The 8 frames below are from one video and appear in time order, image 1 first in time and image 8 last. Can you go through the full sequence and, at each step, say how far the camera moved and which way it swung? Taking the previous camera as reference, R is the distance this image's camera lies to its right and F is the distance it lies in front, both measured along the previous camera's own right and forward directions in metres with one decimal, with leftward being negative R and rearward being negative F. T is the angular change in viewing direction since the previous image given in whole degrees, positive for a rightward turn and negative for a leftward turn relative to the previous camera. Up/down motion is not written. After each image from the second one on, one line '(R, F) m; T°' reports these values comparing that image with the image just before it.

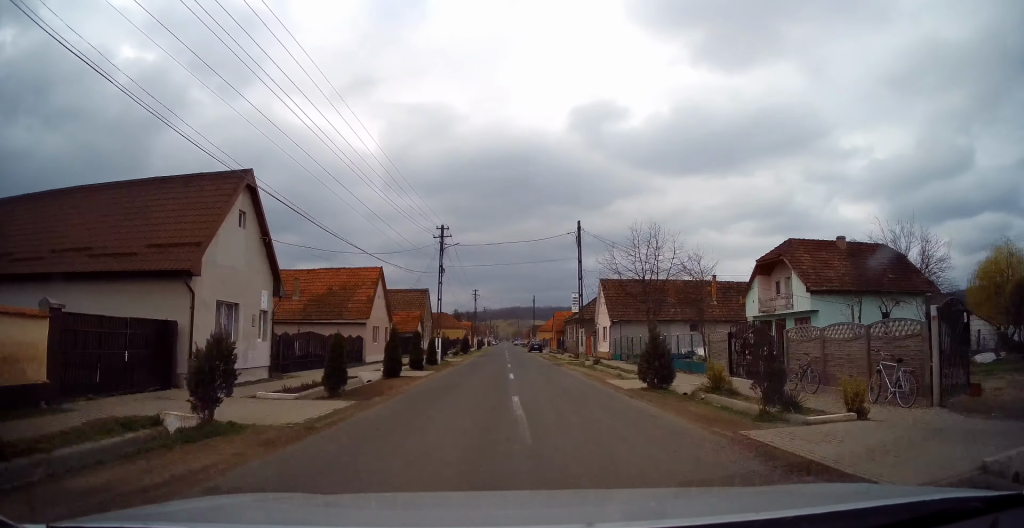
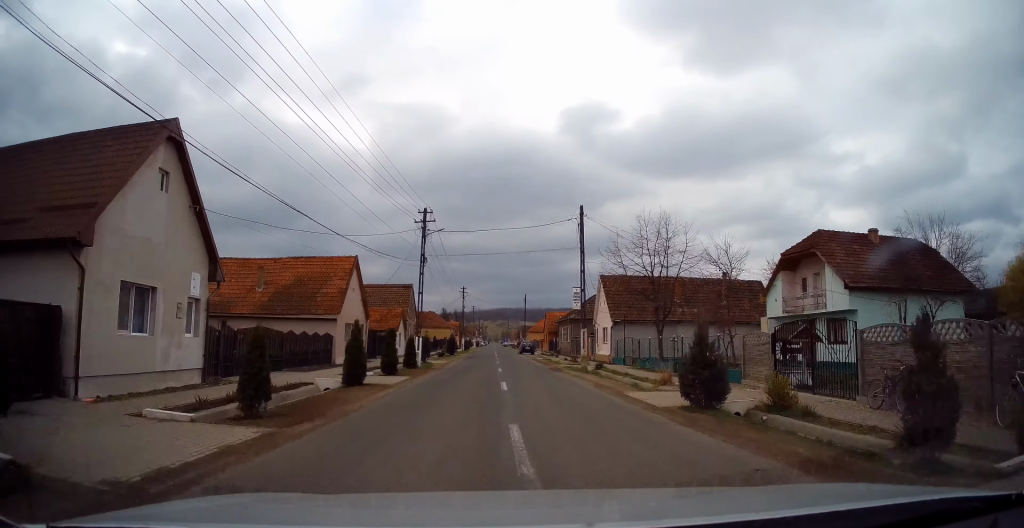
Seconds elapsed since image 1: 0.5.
(0.0, +4.1) m; +1°
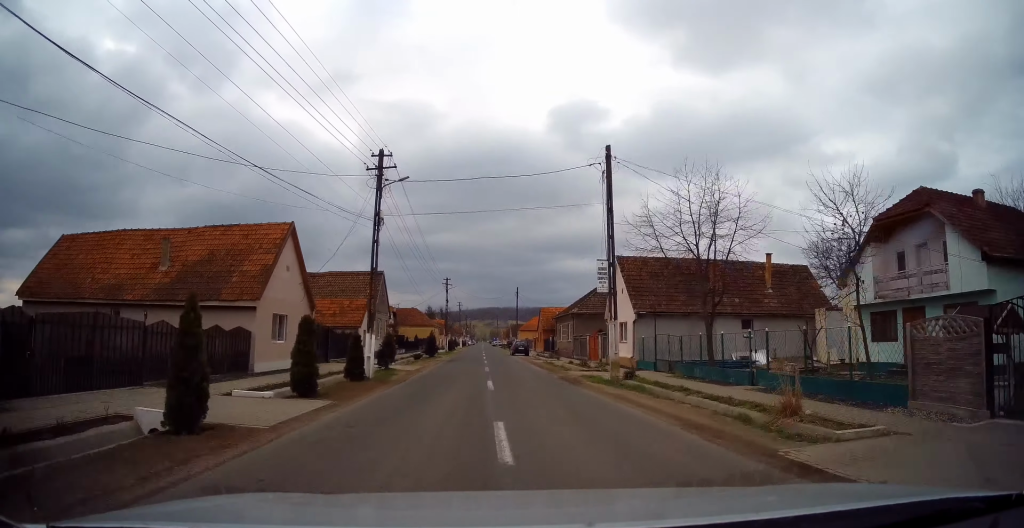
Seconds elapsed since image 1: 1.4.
(0.0, +8.7) m; +2°
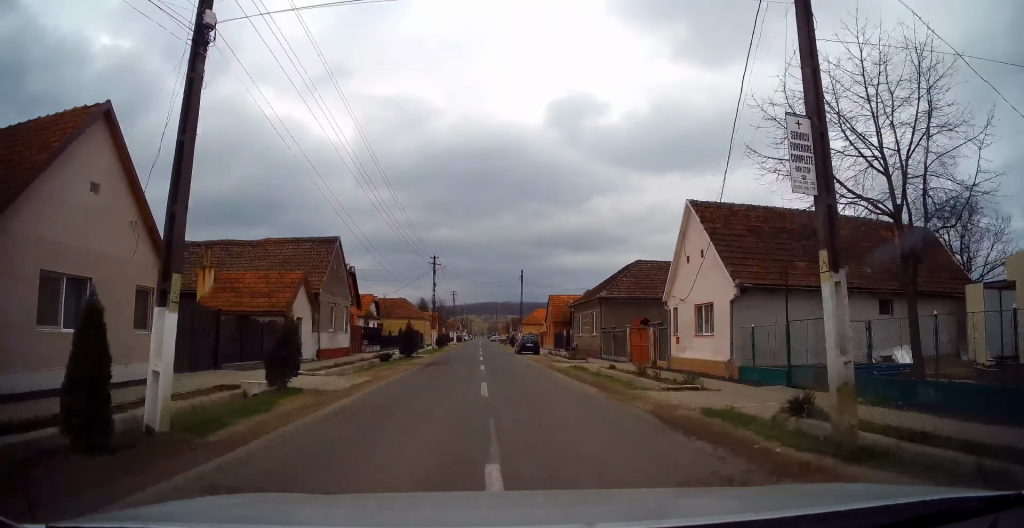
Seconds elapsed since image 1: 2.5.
(+0.2, +12.2) m; 0°
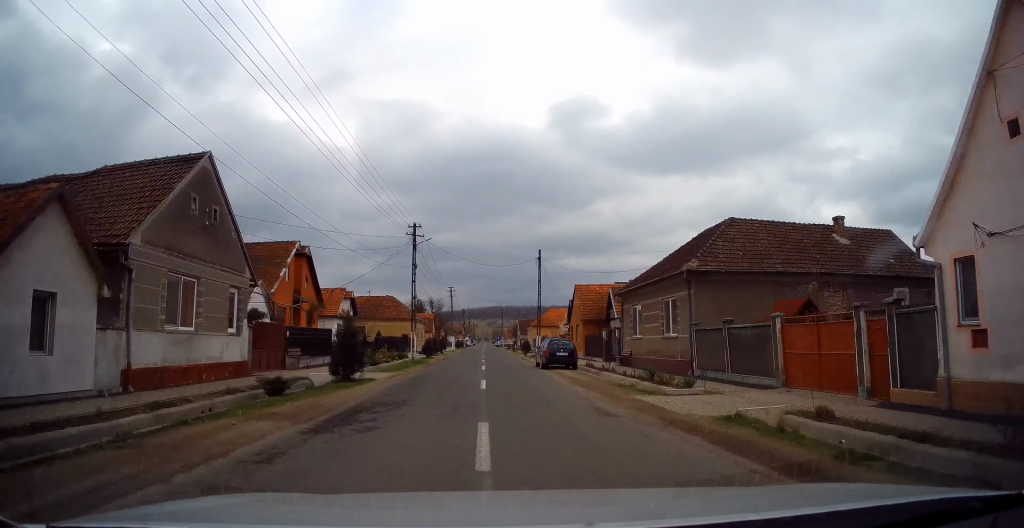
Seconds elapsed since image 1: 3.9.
(0.0, +15.9) m; 0°
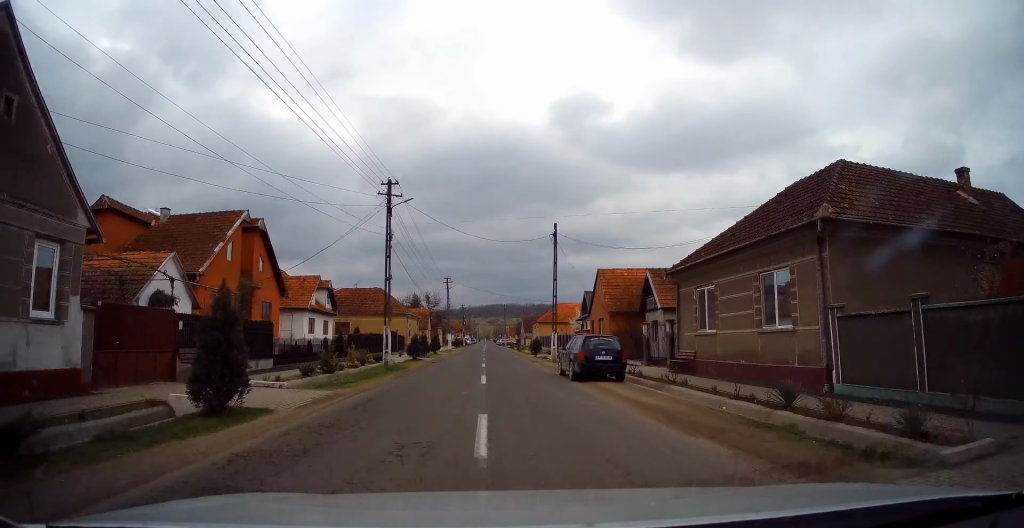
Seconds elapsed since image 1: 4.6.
(0.0, +9.0) m; 0°
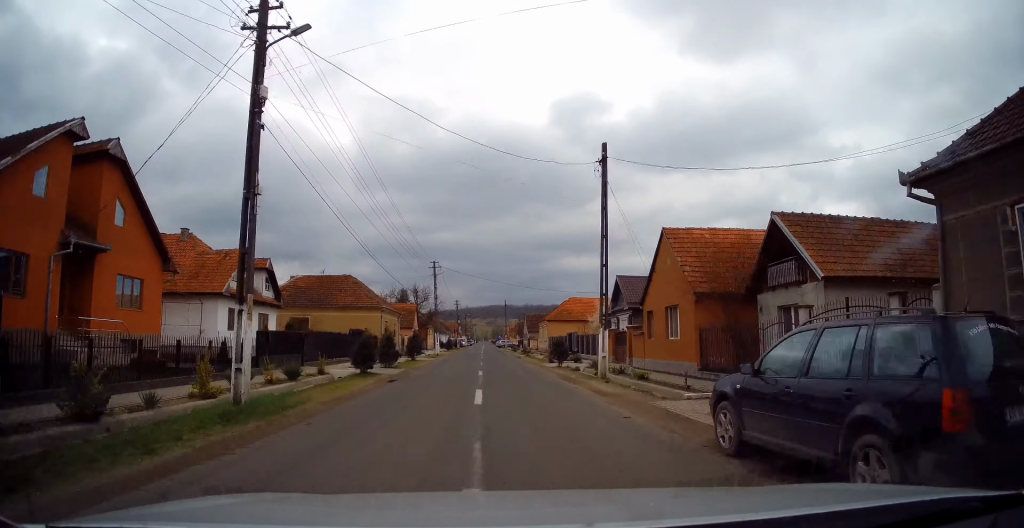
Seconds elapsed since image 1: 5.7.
(-0.1, +13.7) m; +1°
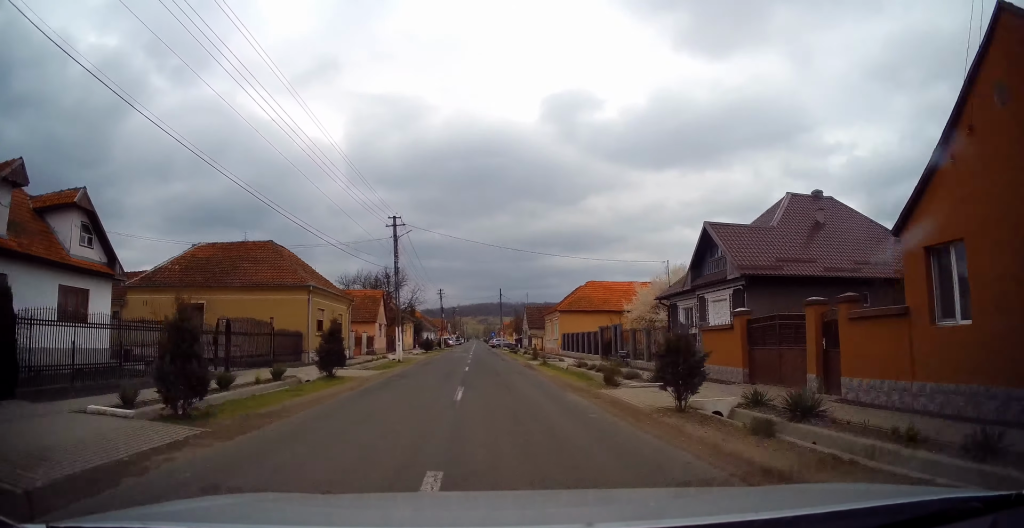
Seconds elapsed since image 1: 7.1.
(+0.3, +17.8) m; +1°
